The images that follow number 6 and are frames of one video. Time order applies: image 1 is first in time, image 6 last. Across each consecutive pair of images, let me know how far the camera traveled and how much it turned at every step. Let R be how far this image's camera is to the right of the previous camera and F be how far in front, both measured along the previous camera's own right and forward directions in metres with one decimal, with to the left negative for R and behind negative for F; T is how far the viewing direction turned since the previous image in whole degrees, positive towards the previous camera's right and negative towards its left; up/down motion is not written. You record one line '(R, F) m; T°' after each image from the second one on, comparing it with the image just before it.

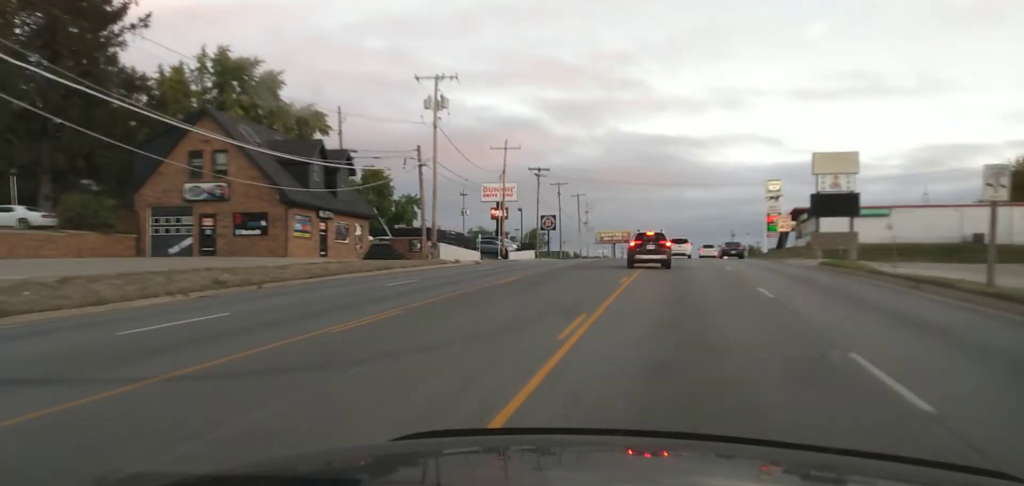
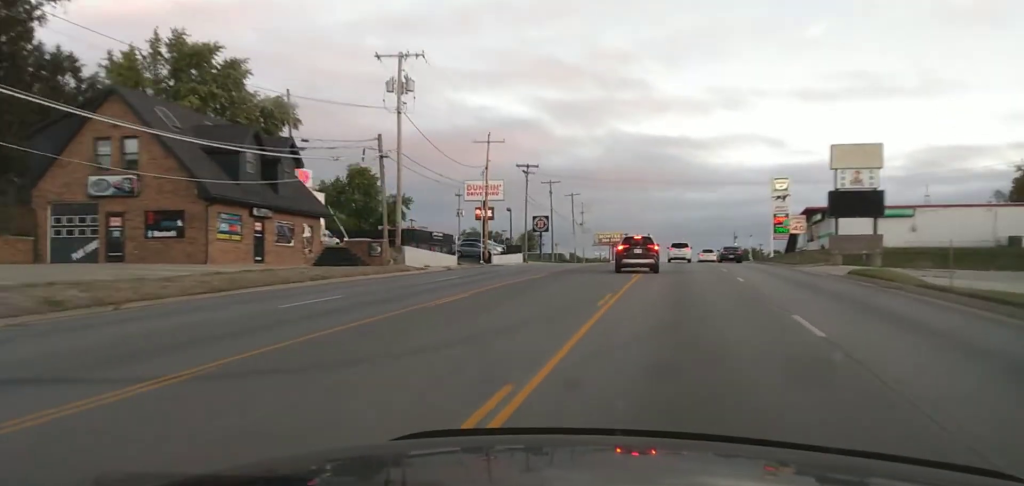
(0.0, +5.9) m; 0°
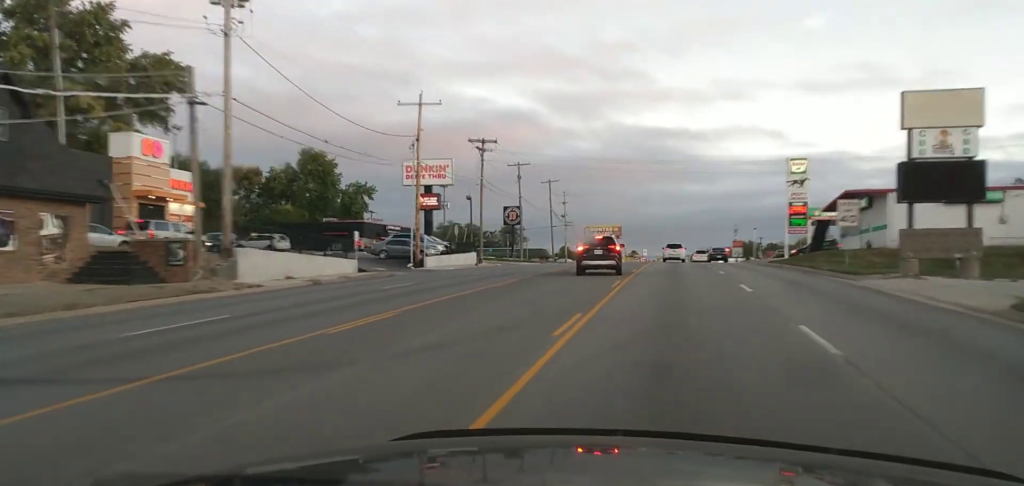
(-0.2, +18.1) m; +1°
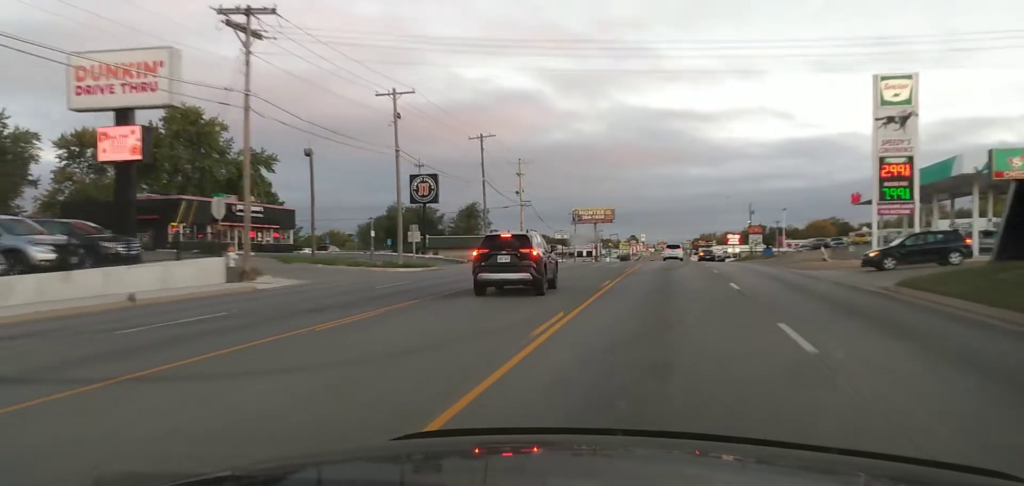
(-0.1, +35.9) m; -1°
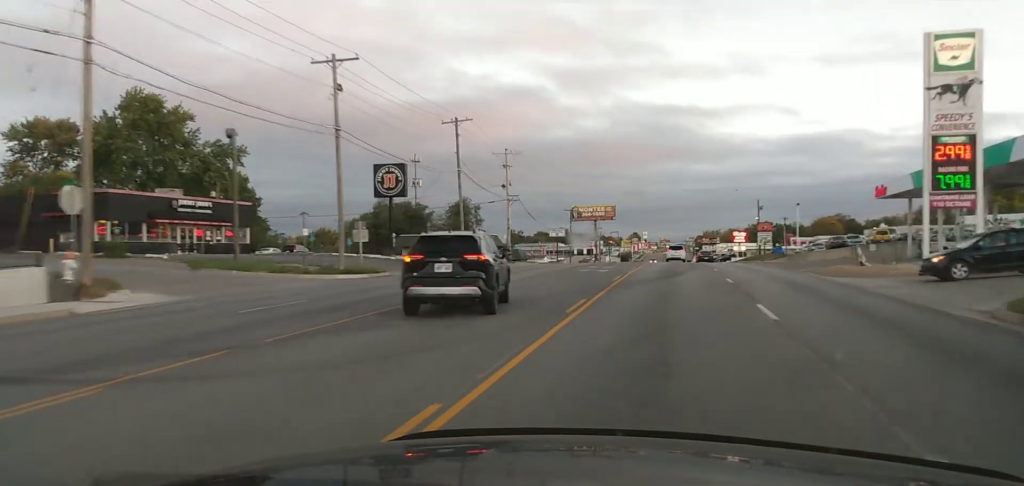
(-0.1, +7.8) m; 0°
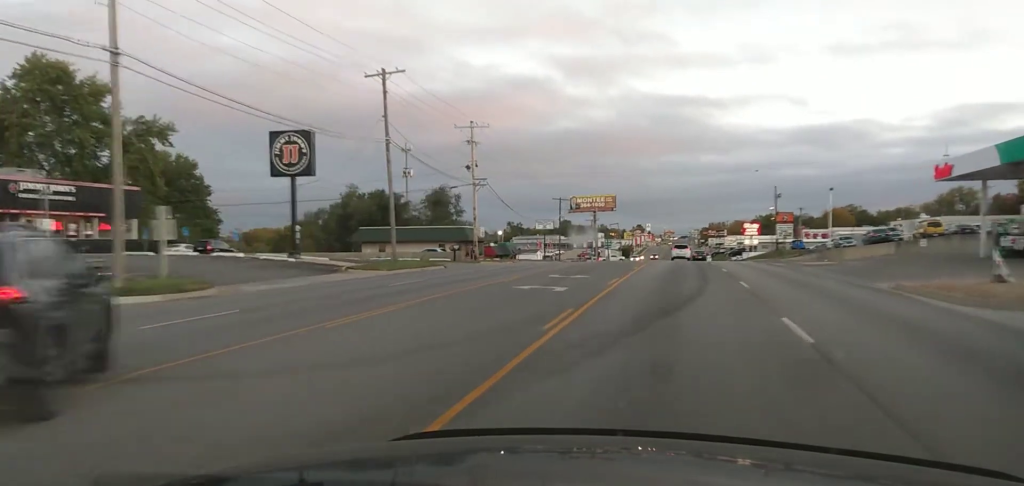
(-0.1, +15.5) m; -1°
